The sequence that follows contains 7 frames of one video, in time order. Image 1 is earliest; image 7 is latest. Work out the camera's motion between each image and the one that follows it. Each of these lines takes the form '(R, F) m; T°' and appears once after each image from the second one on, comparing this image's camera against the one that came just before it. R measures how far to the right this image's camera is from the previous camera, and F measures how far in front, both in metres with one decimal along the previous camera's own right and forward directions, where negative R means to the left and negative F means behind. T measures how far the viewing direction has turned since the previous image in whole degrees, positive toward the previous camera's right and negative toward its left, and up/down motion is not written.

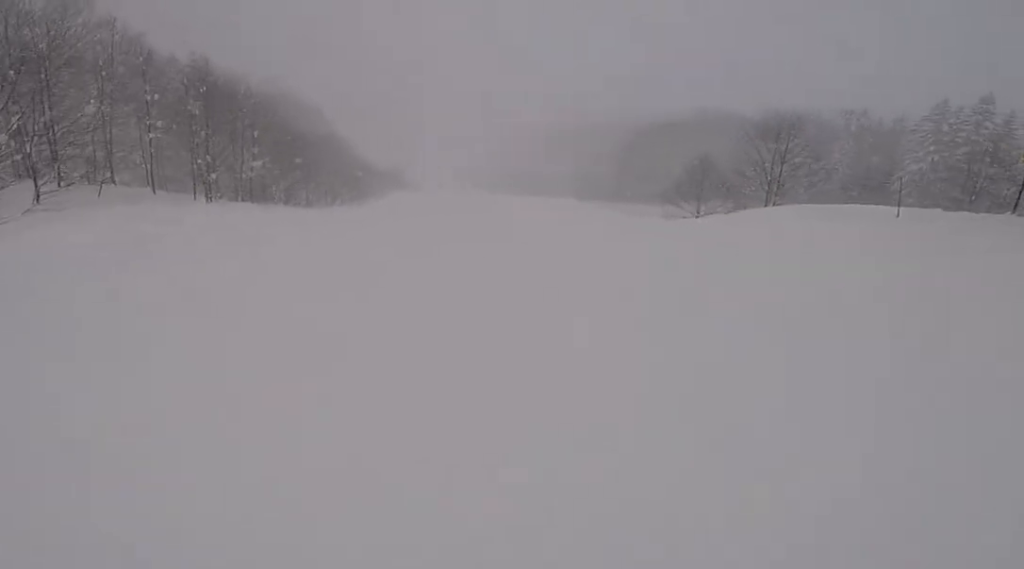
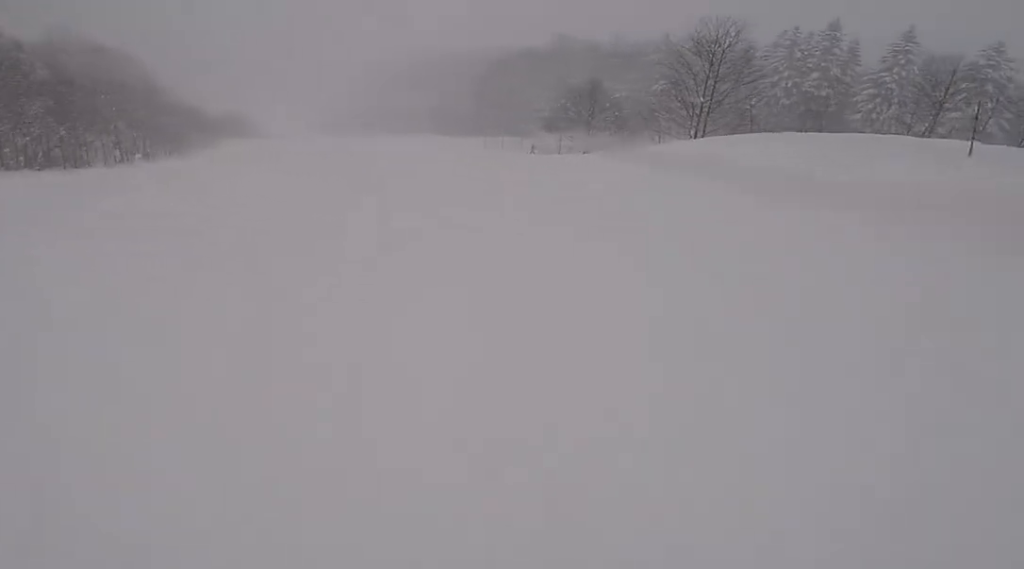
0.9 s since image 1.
(+0.3, +8.2) m; +2°
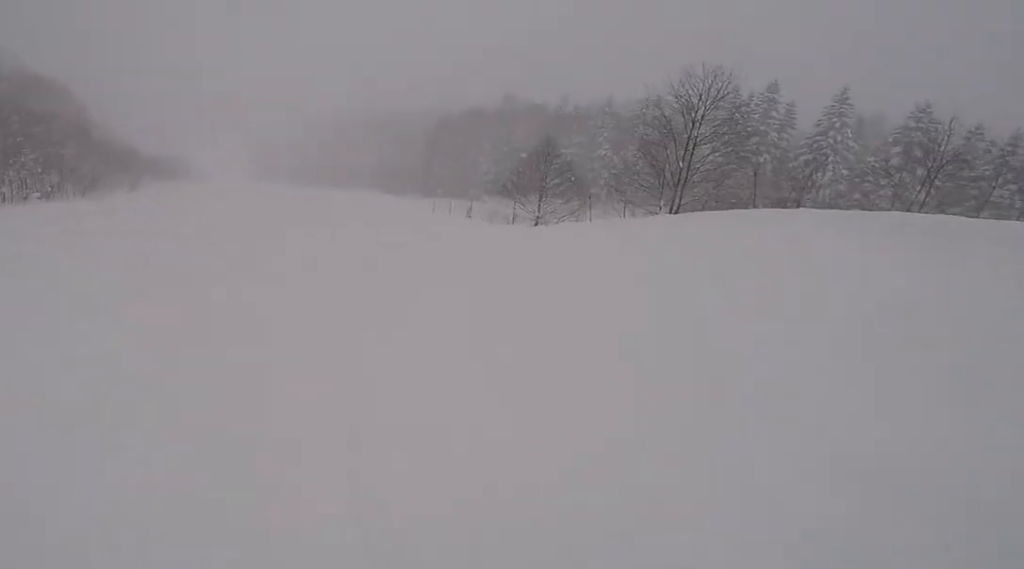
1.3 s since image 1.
(0.0, +3.9) m; 0°
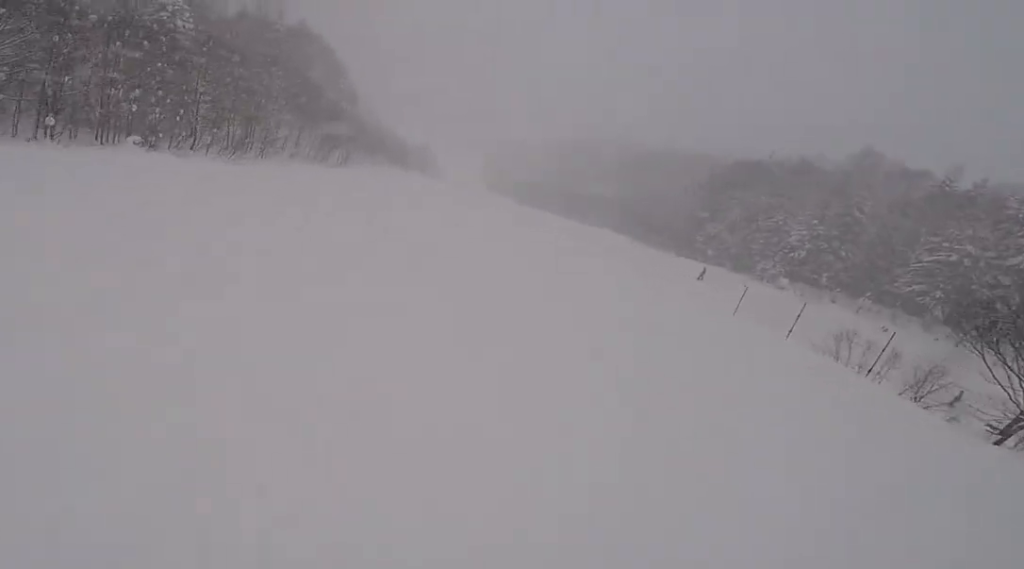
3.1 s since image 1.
(-1.6, +16.3) m; -12°
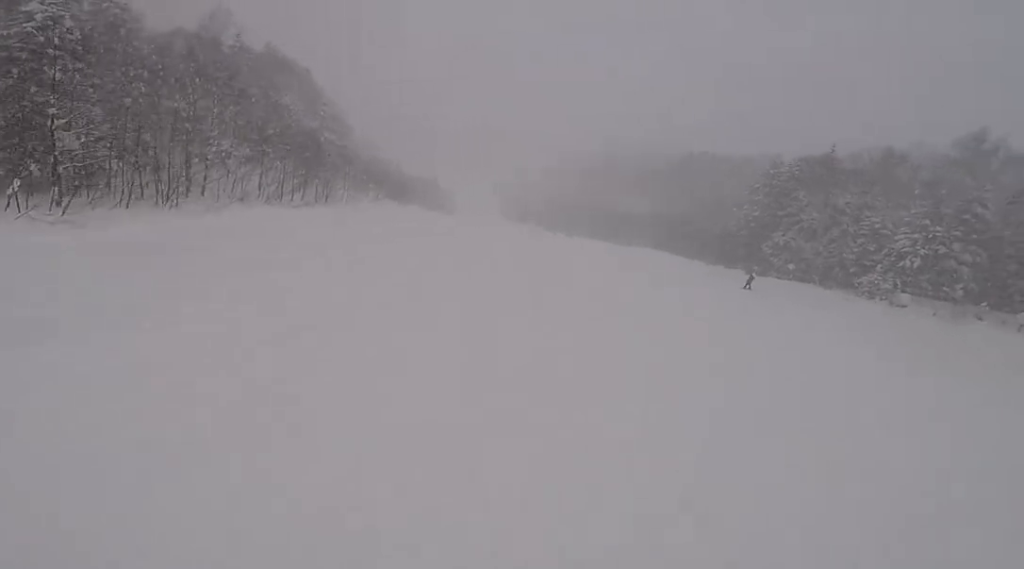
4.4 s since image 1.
(-0.5, +12.9) m; -1°
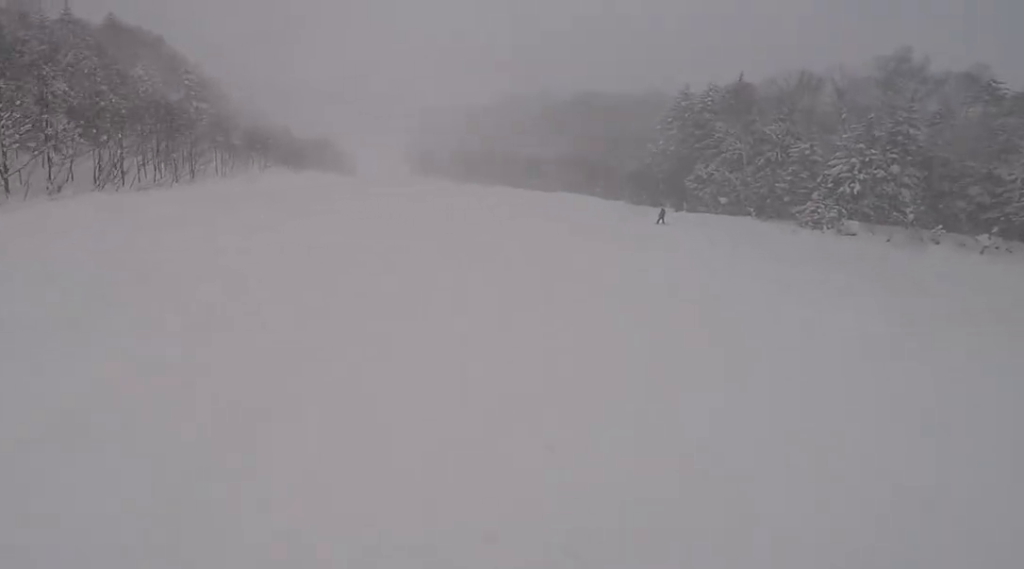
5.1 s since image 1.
(+0.1, +7.4) m; +4°
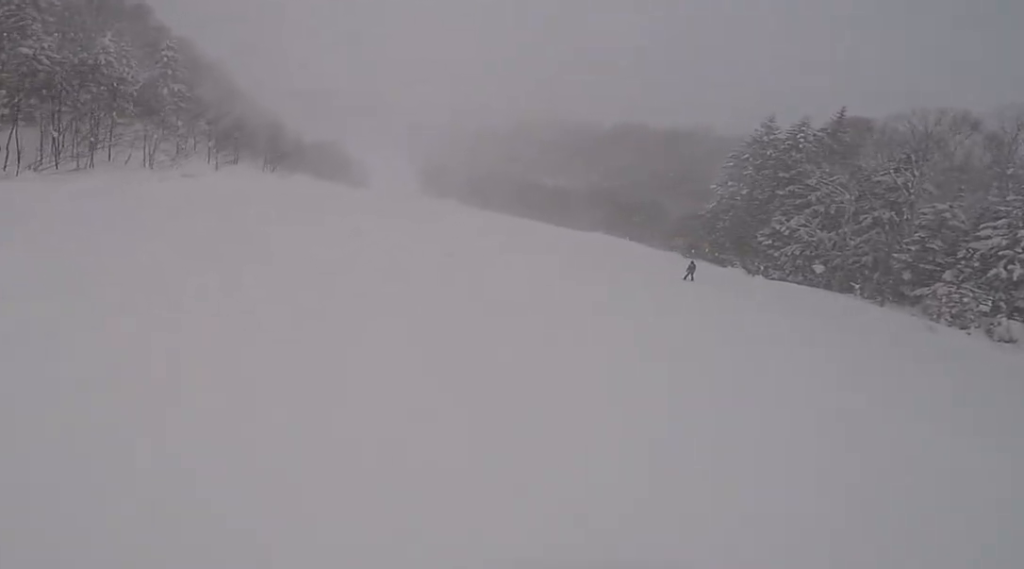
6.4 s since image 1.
(+0.9, +13.2) m; +1°
